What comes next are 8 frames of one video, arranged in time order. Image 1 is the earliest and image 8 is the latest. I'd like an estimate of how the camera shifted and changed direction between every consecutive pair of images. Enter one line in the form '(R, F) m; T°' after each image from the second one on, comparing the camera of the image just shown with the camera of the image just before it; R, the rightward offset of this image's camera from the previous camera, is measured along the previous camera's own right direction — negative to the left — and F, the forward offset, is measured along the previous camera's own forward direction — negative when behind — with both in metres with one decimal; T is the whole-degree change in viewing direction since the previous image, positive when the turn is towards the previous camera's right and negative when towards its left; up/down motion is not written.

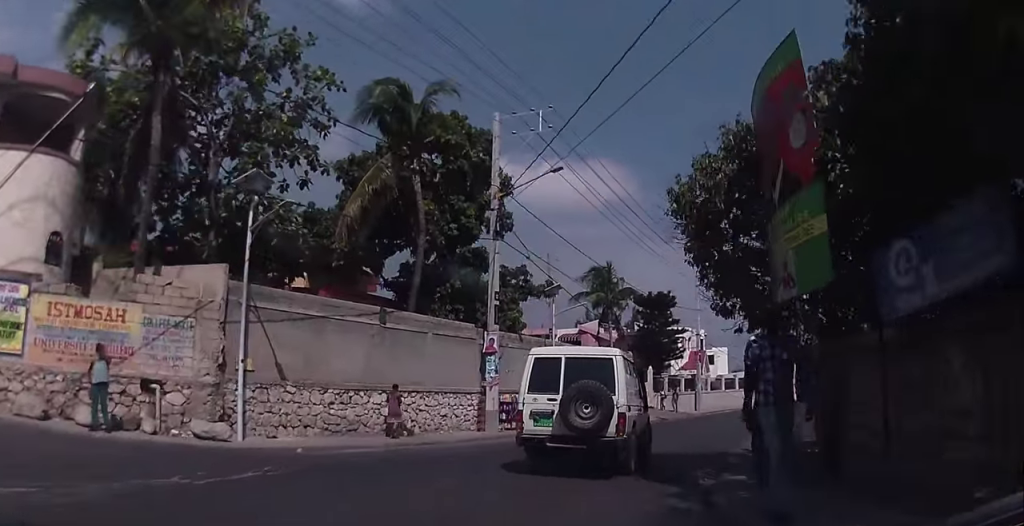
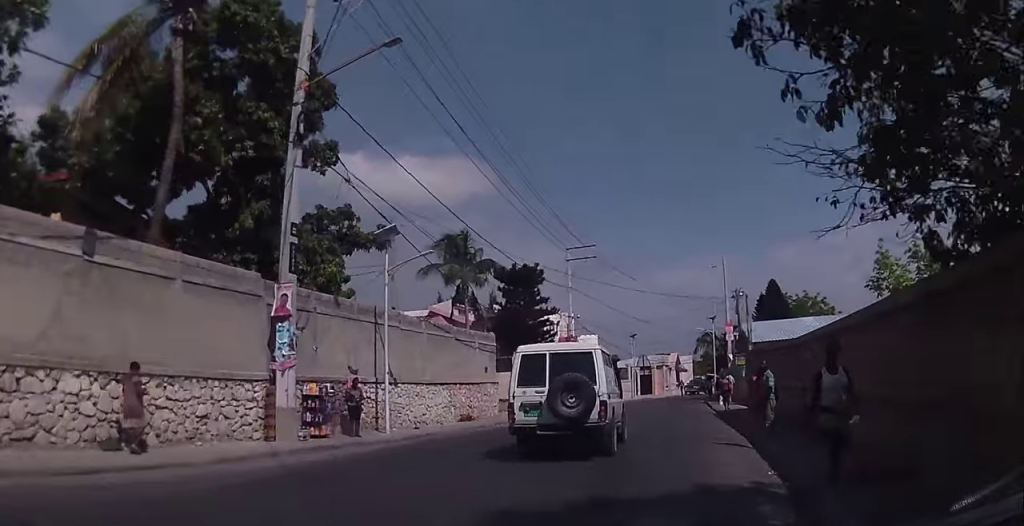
(+1.0, +8.6) m; +9°
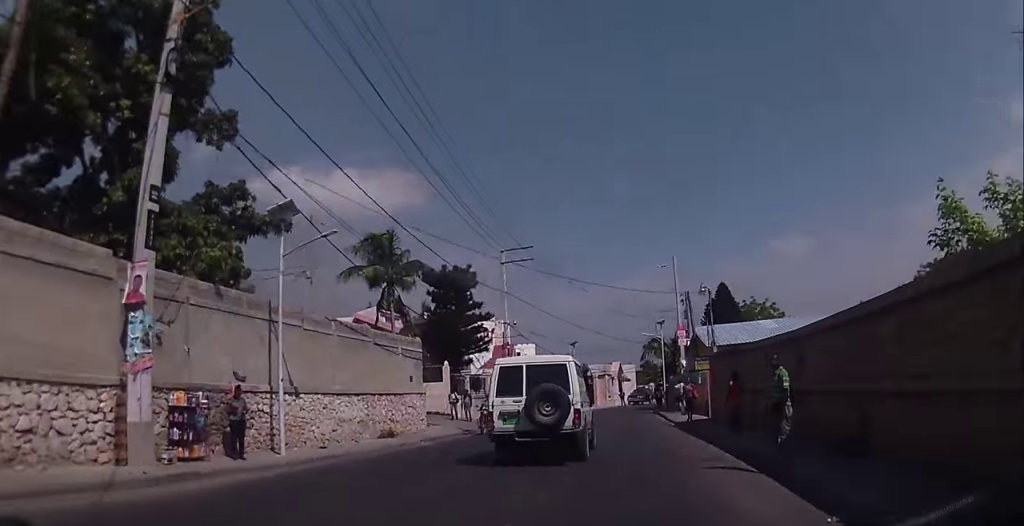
(-0.1, +3.8) m; +4°
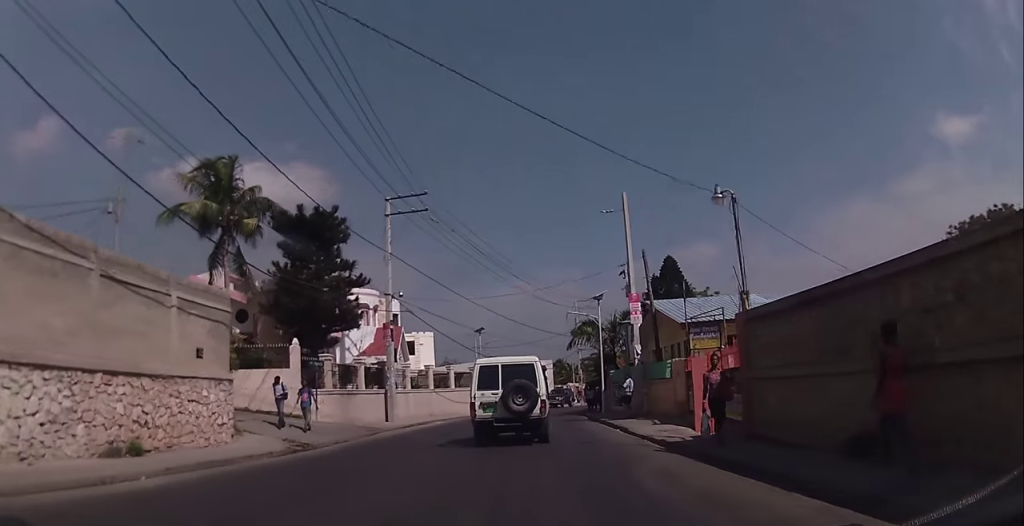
(+1.4, +12.1) m; +8°
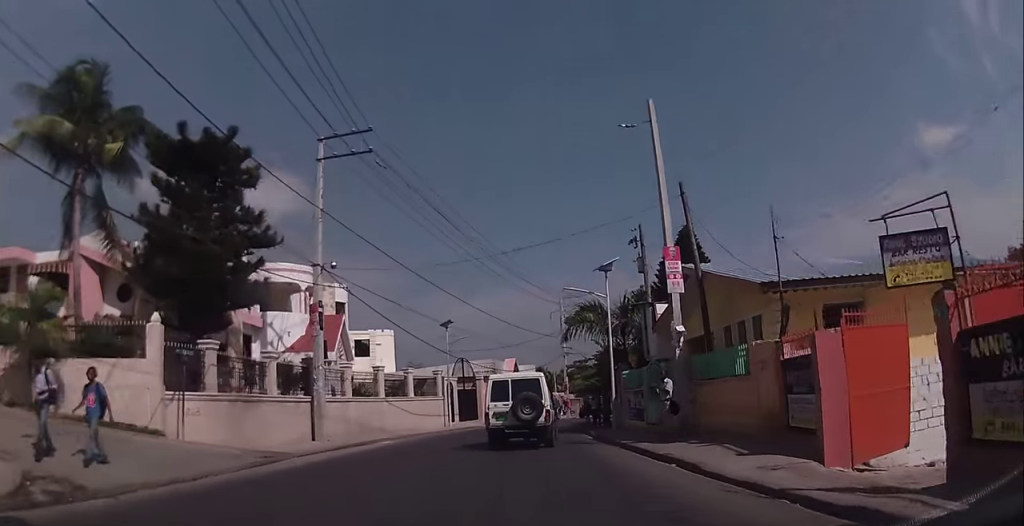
(0.0, +9.7) m; +5°
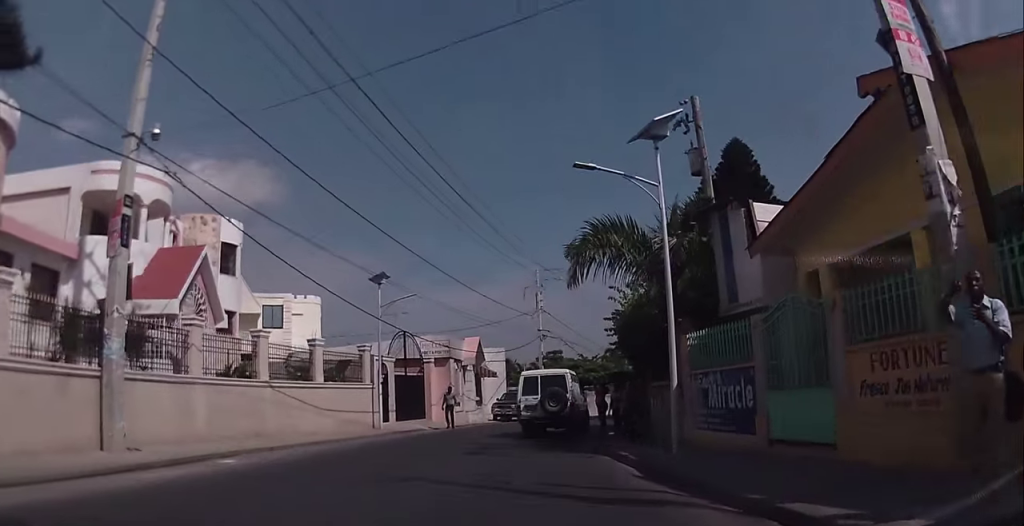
(+0.9, +12.4) m; +4°
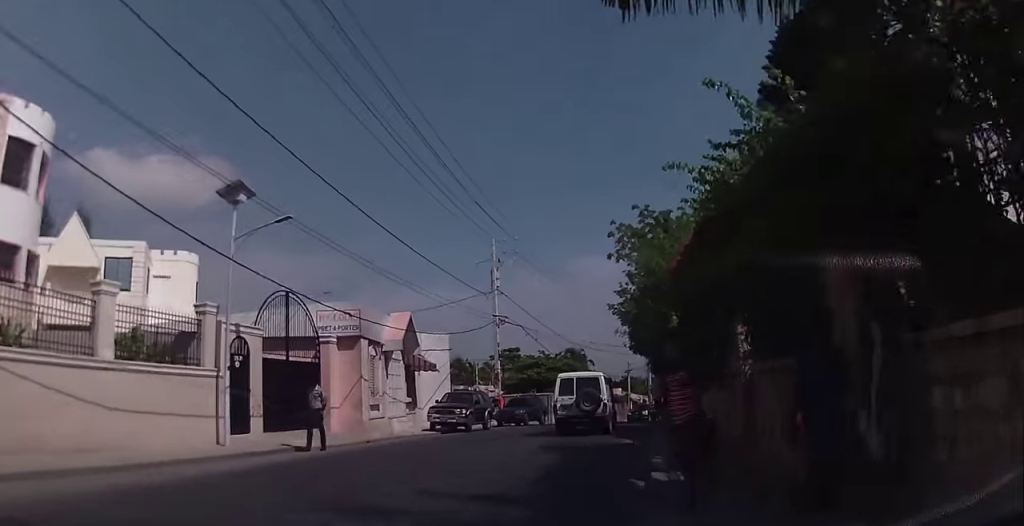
(+0.2, +10.8) m; +5°
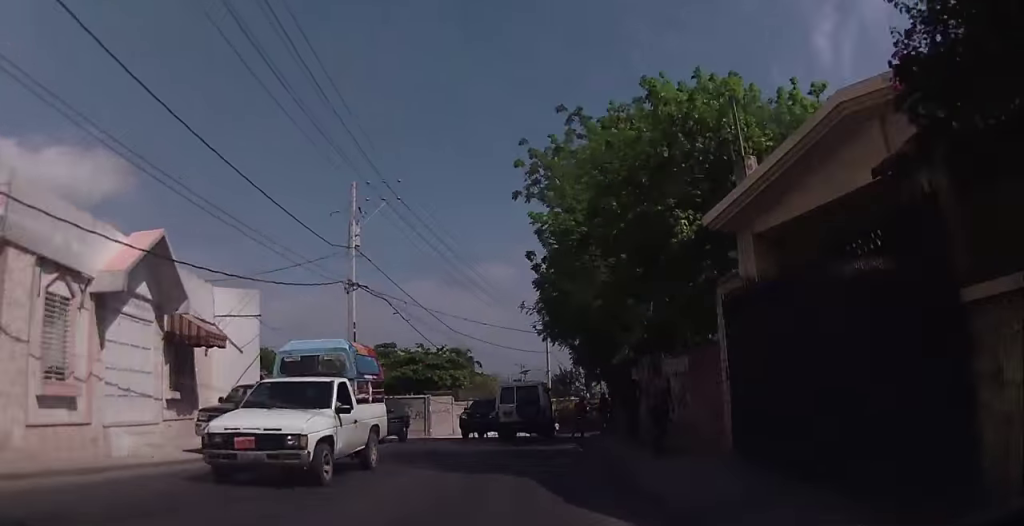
(+1.1, +12.4) m; +7°
